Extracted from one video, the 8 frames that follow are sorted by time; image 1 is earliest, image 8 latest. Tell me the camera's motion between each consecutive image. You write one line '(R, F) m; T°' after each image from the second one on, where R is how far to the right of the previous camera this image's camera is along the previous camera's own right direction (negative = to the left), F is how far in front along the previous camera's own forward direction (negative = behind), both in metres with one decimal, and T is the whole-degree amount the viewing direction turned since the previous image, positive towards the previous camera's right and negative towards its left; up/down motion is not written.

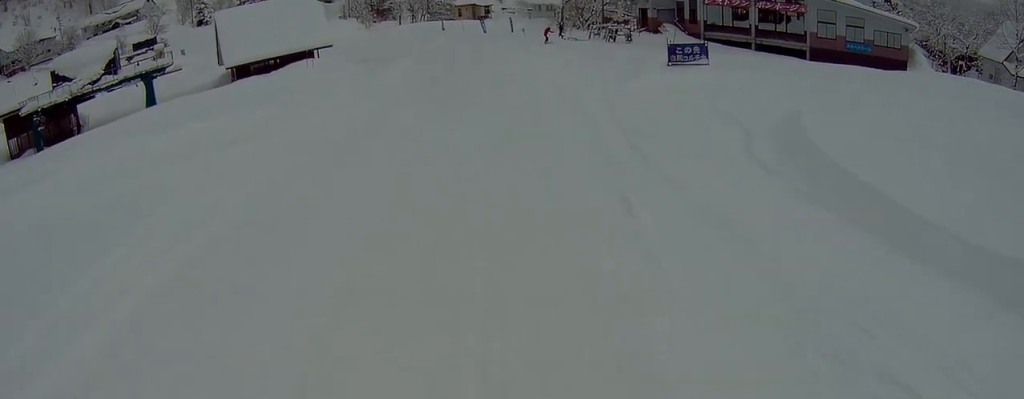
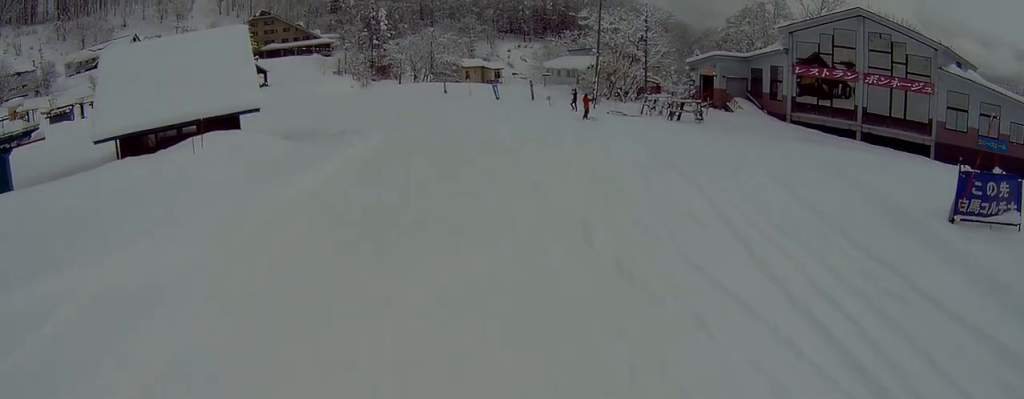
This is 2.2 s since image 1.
(-0.6, +17.4) m; -5°
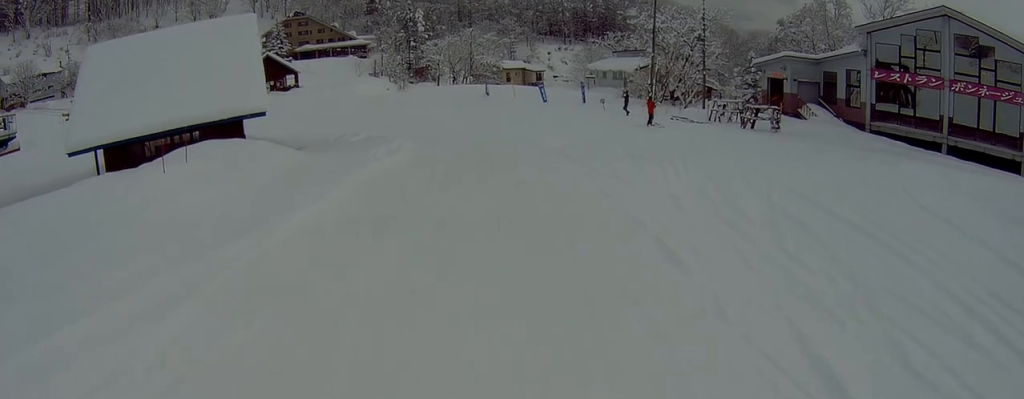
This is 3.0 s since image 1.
(-0.6, +5.5) m; -5°
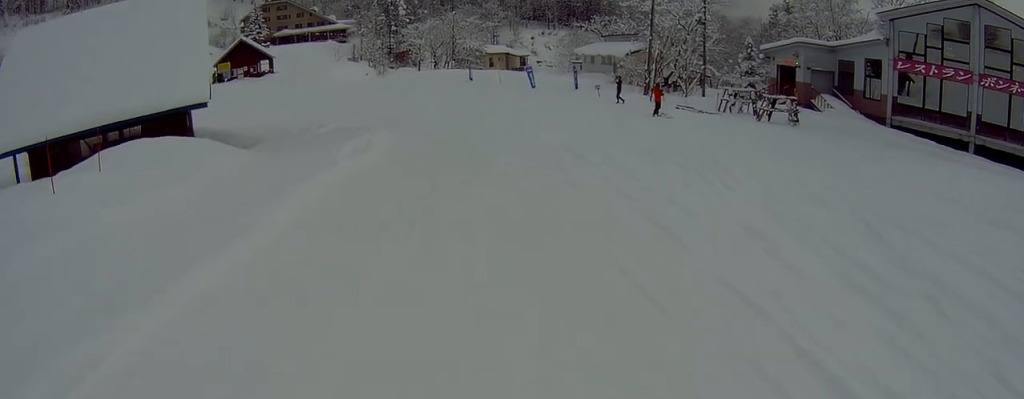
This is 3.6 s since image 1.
(-0.1, +4.5) m; +5°
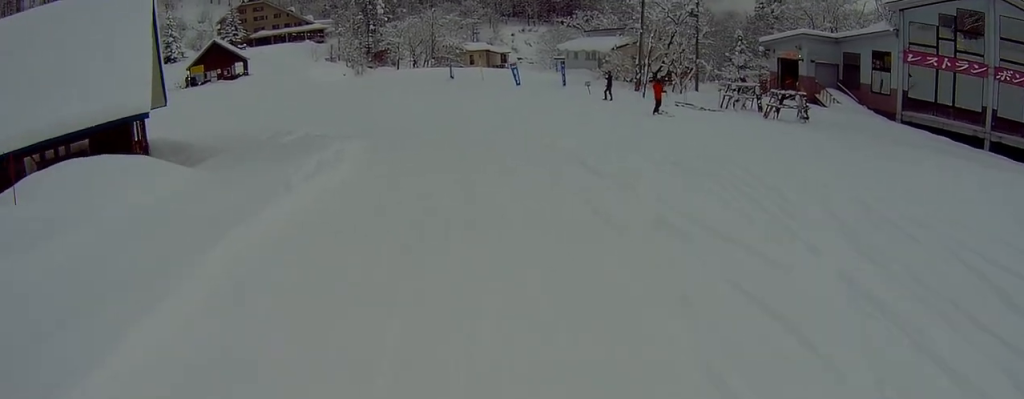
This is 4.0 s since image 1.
(0.0, +2.8) m; +2°
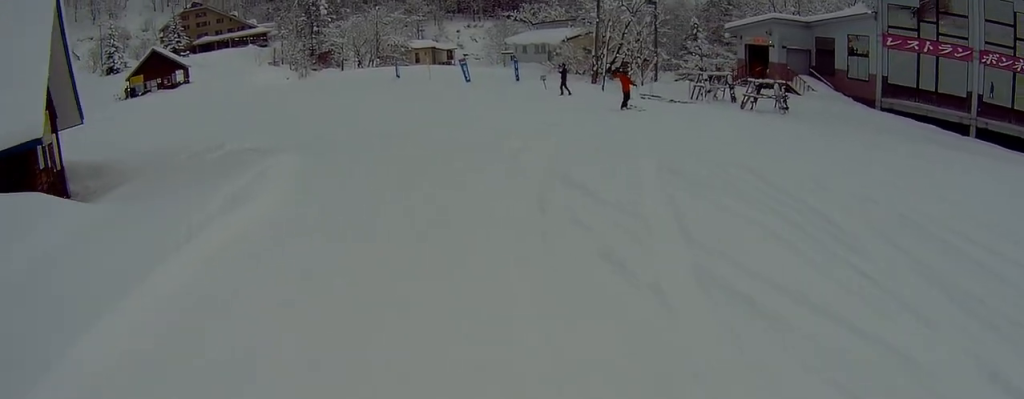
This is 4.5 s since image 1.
(+0.5, +2.8) m; 0°
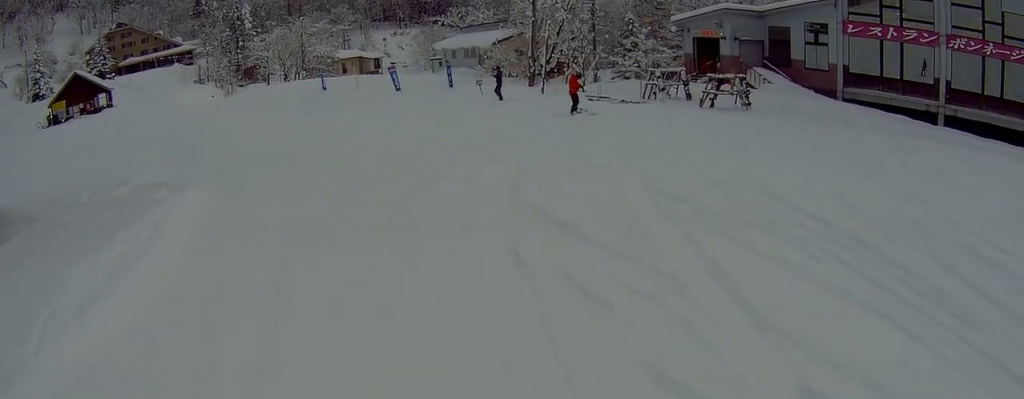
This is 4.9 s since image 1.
(+0.3, +2.8) m; +1°
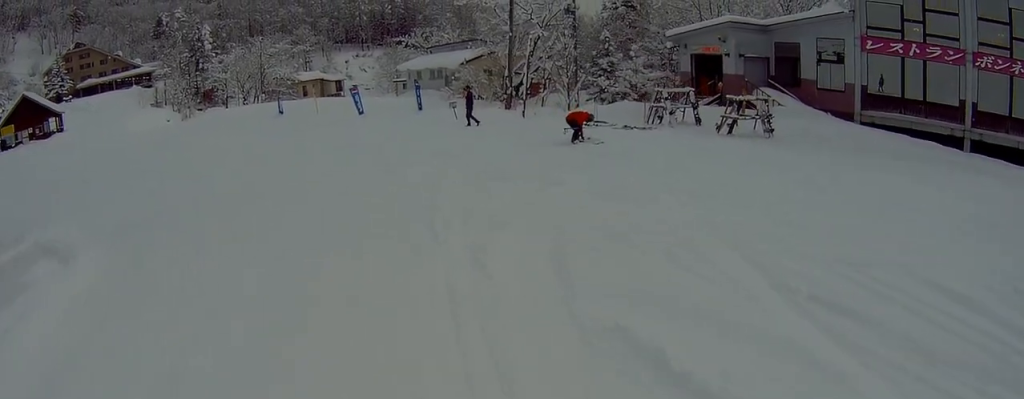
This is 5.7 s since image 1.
(-0.8, +4.5) m; +8°
